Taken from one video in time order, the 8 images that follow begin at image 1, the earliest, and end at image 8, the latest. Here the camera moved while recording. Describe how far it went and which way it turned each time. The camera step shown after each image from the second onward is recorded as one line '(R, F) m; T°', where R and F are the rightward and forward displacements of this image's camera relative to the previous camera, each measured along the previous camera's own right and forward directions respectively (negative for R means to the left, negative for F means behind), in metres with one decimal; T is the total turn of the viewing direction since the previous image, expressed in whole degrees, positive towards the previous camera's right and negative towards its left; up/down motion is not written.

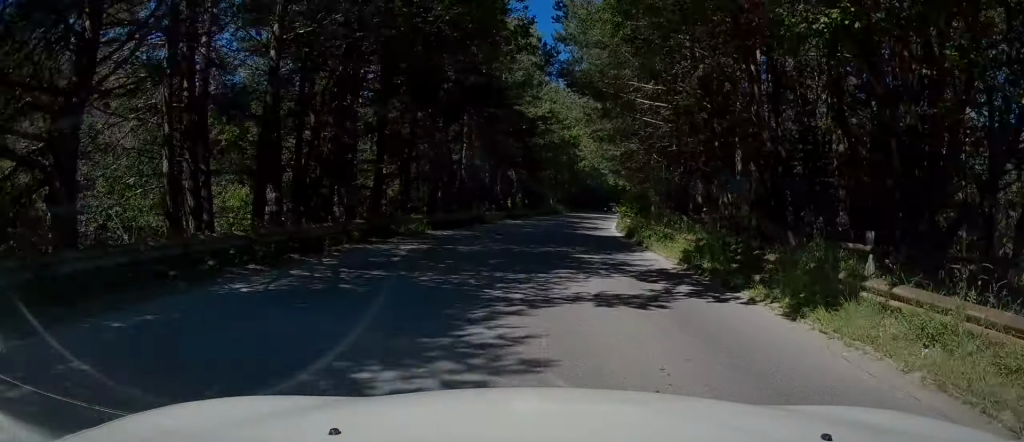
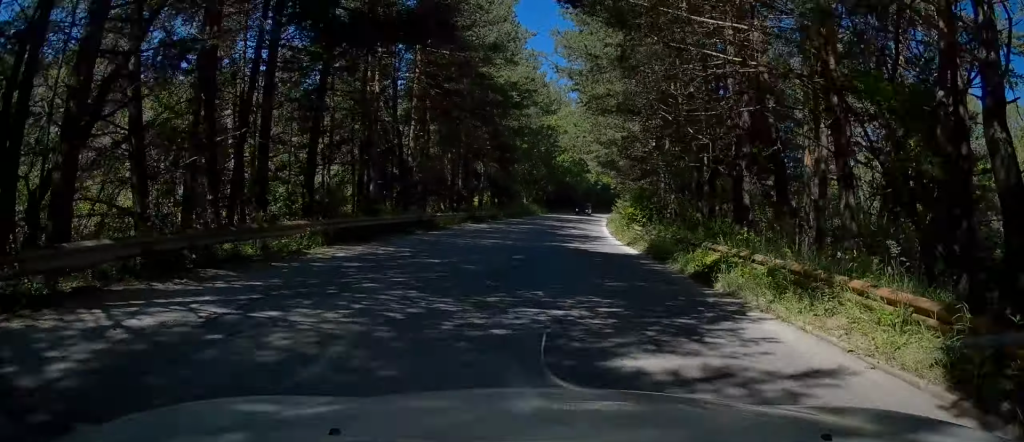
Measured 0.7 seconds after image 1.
(-0.1, +9.9) m; +1°
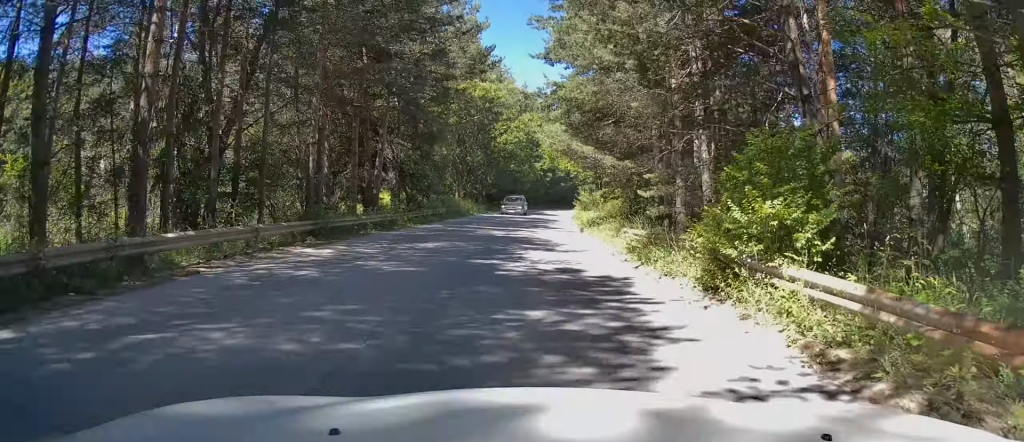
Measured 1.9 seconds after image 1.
(+0.7, +17.8) m; +4°
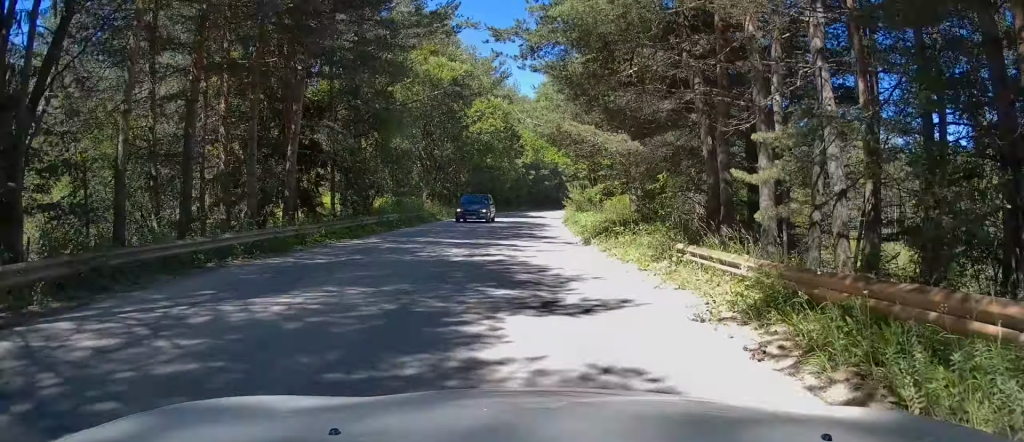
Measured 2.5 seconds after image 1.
(+0.2, +8.7) m; +2°
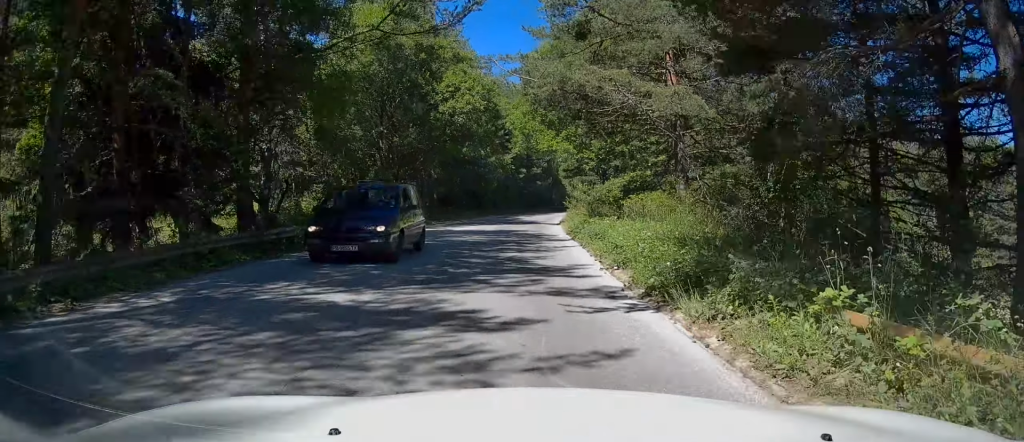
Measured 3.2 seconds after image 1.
(+0.3, +10.4) m; +2°
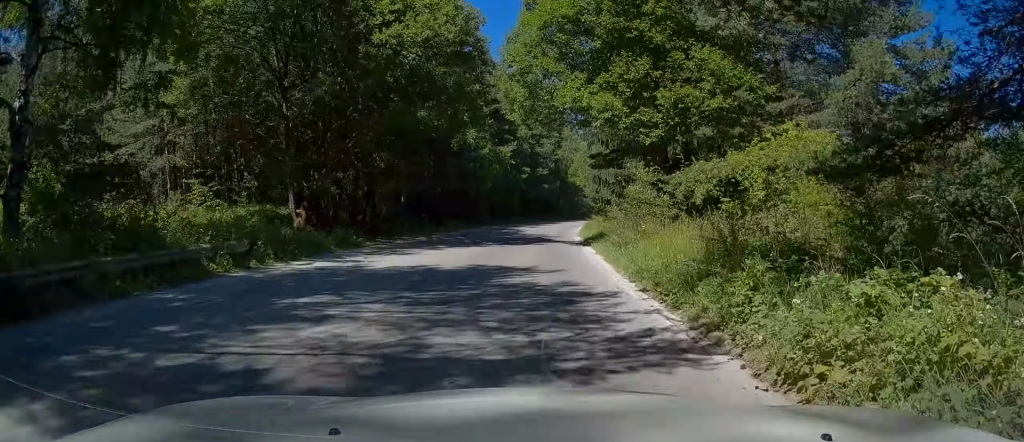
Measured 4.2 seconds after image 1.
(+0.2, +14.9) m; +1°
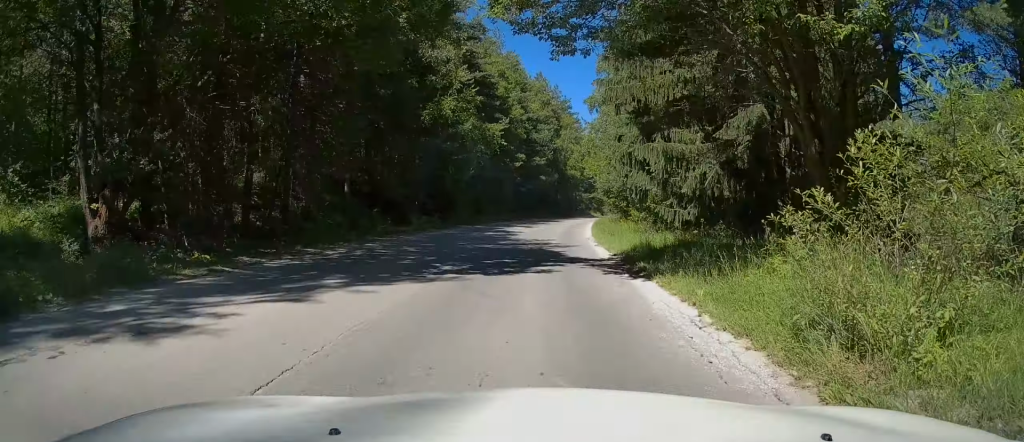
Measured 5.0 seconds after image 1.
(0.0, +10.8) m; 0°
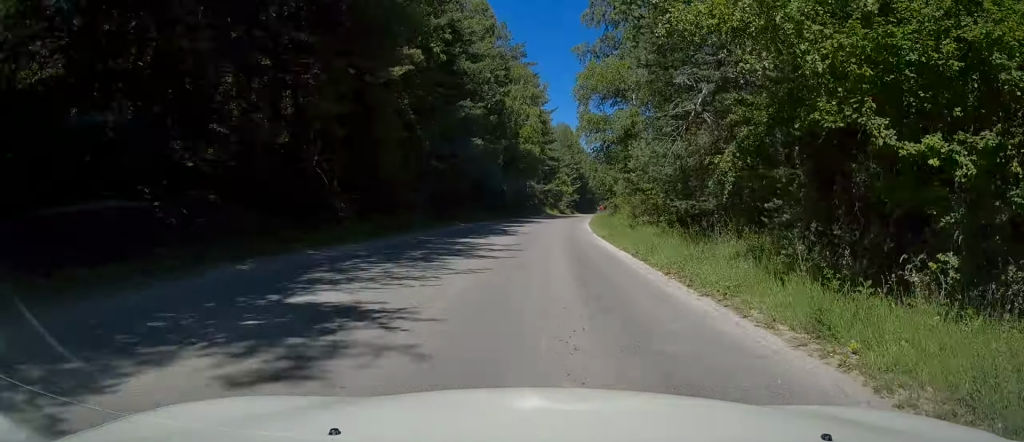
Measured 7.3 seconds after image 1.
(+0.6, +34.5) m; +4°
